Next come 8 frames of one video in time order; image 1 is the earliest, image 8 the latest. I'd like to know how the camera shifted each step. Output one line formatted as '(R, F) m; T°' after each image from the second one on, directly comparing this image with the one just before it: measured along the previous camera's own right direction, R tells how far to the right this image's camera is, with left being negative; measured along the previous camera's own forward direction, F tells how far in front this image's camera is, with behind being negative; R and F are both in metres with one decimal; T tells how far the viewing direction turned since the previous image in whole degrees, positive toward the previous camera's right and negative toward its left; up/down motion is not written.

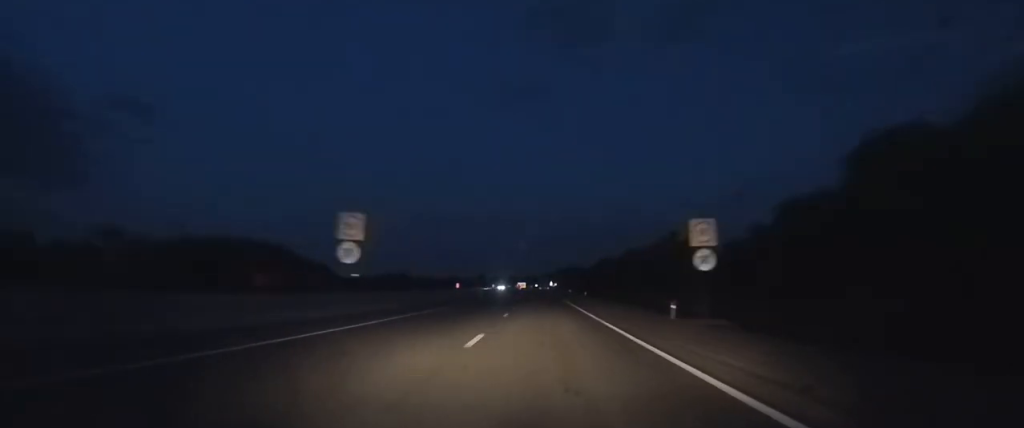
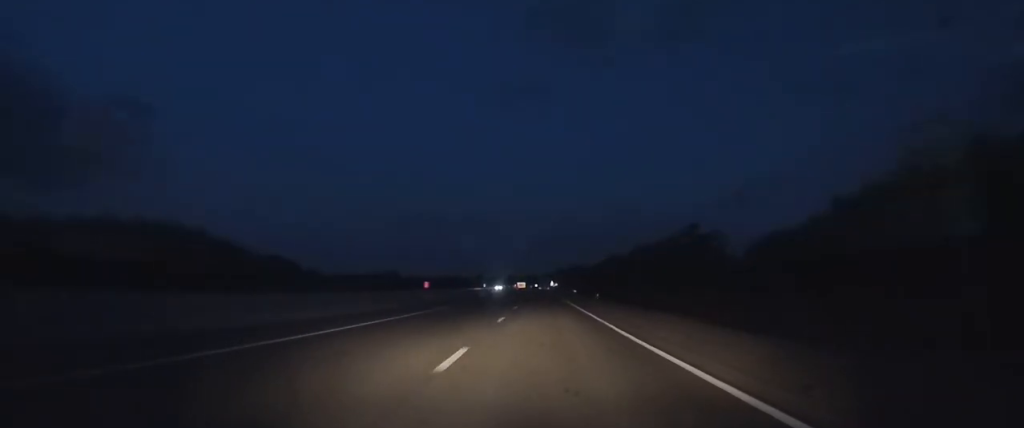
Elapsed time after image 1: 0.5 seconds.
(0.0, +15.4) m; 0°
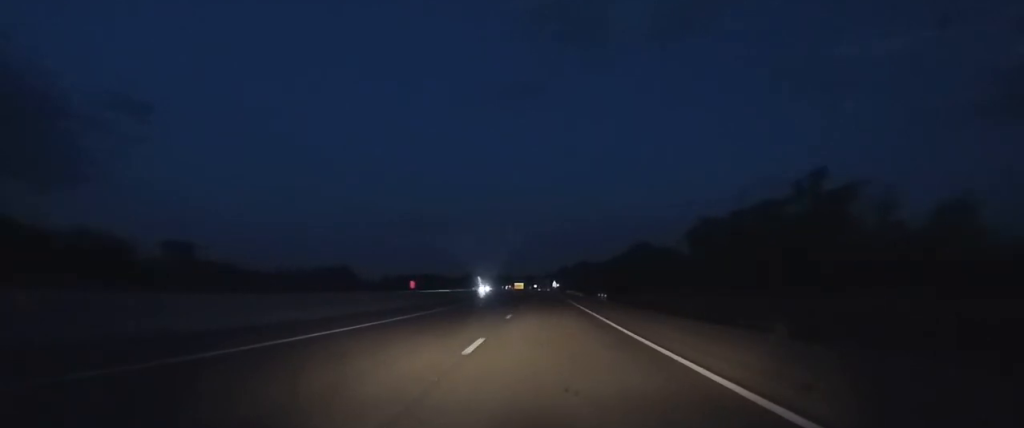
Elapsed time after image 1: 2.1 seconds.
(+0.1, +46.7) m; 0°
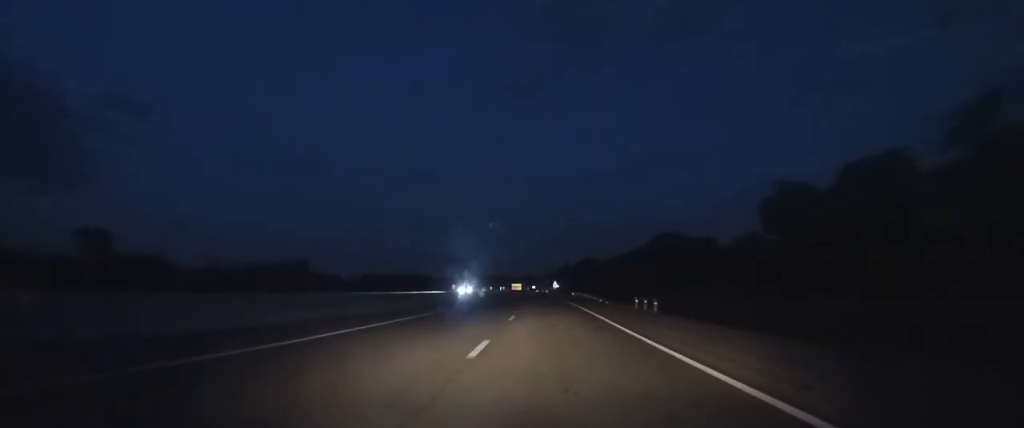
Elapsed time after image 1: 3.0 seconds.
(+0.1, +26.7) m; 0°
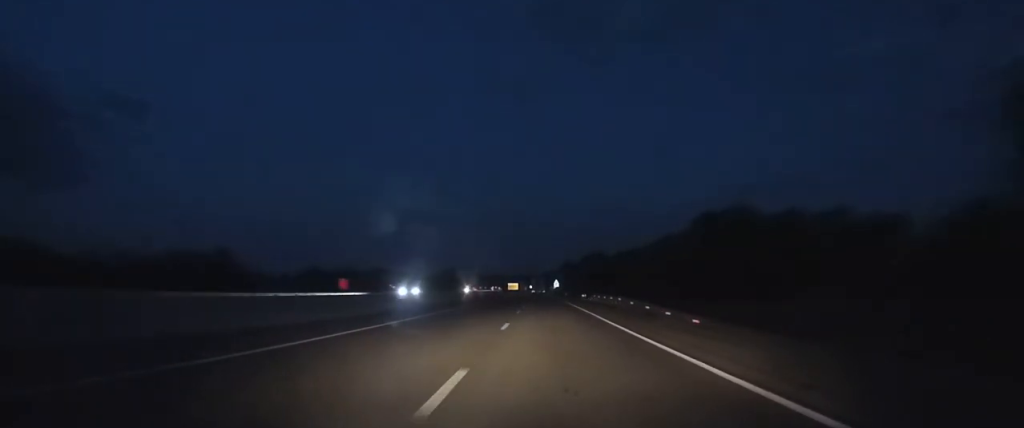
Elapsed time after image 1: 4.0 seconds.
(0.0, +34.1) m; 0°
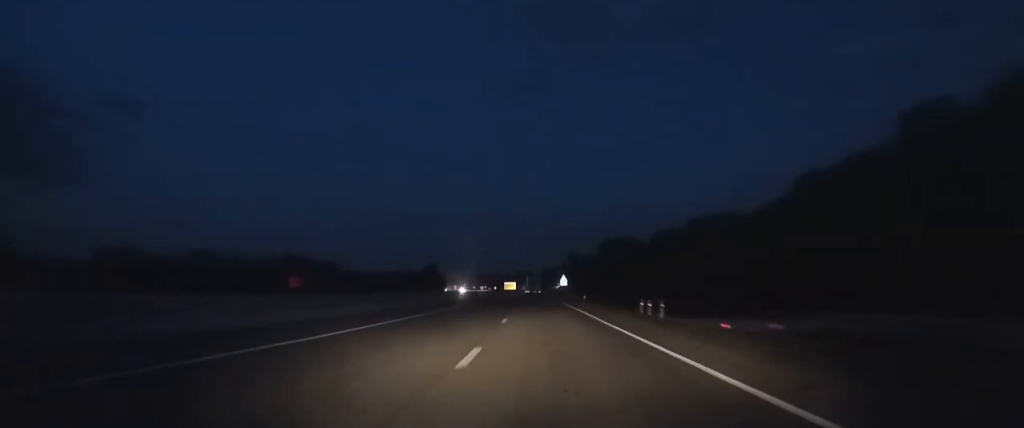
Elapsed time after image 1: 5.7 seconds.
(0.0, +56.6) m; 0°
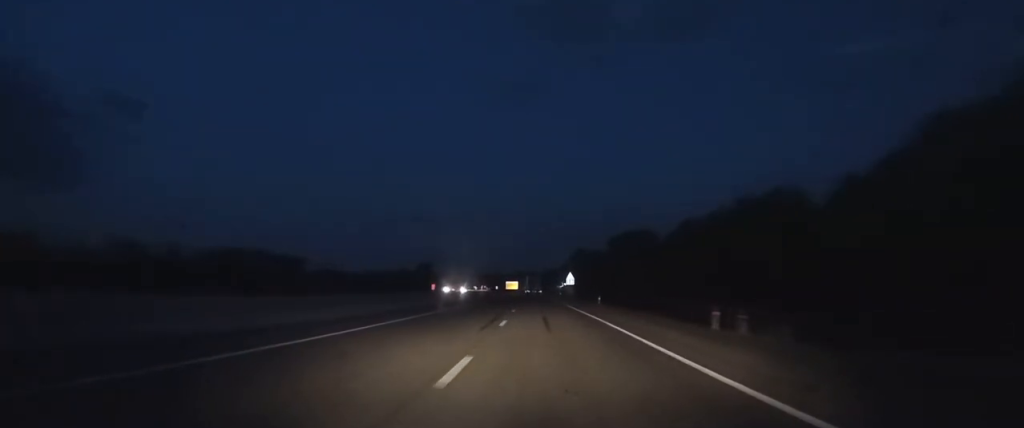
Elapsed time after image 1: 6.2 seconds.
(0.0, +16.2) m; 0°
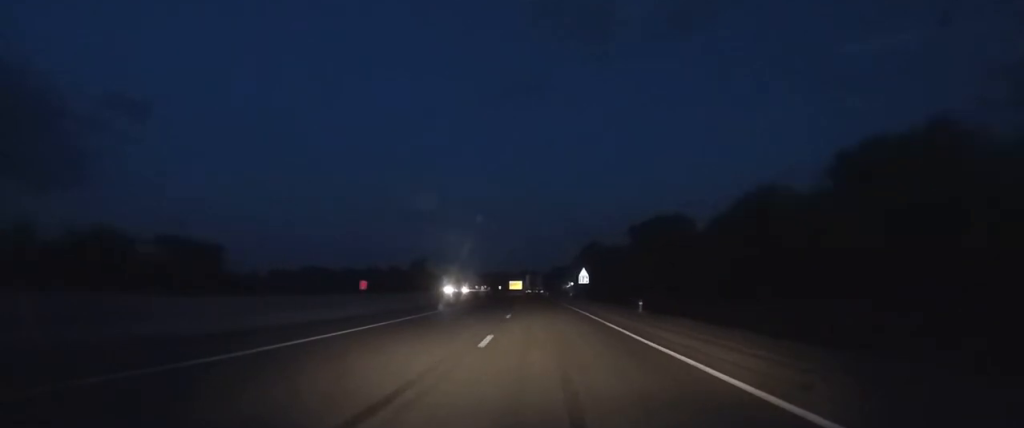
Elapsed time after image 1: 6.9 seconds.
(0.0, +20.8) m; 0°
